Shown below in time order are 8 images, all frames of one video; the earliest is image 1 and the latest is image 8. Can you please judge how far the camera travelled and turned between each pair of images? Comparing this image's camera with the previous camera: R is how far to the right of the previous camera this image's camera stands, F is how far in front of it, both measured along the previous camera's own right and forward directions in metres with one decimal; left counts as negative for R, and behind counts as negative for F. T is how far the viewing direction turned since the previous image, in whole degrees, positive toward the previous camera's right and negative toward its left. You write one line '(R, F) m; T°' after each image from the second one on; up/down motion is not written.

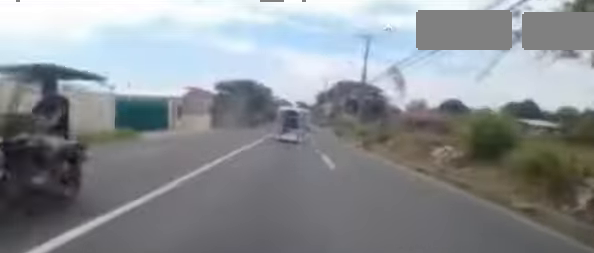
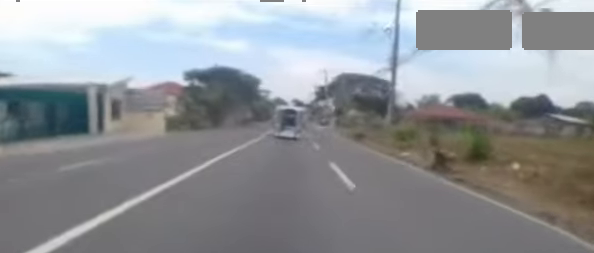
(-0.3, +12.0) m; 0°
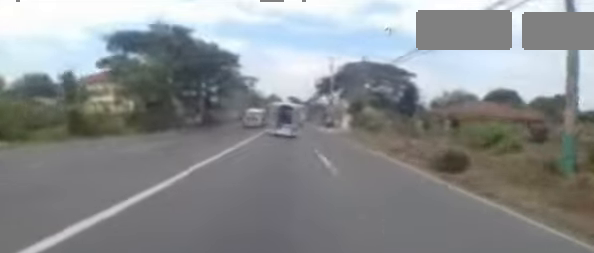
(+0.7, +15.8) m; +3°
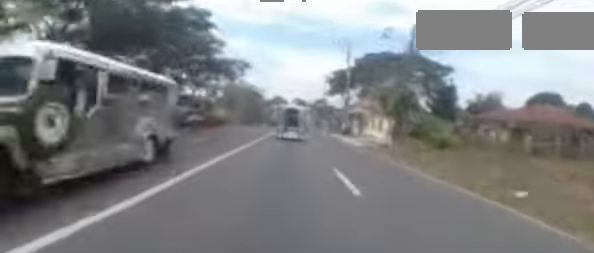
(0.0, +12.1) m; 0°
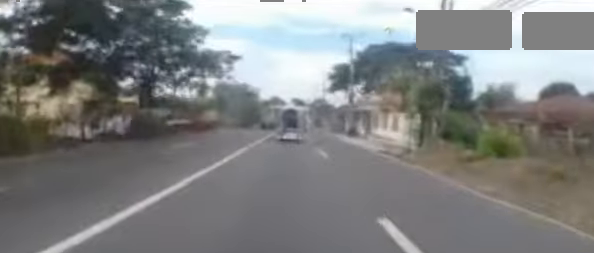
(0.0, +4.8) m; 0°
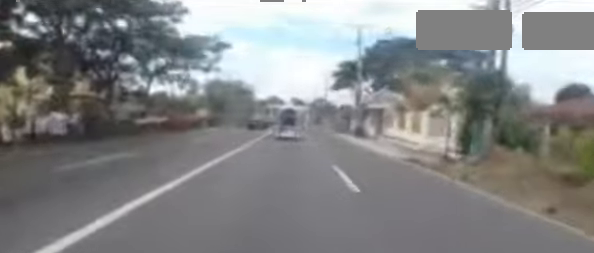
(0.0, +4.2) m; -1°
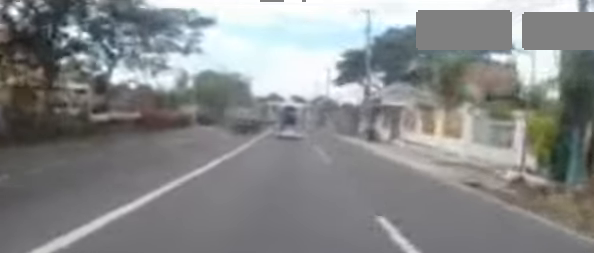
(+0.1, +4.6) m; -2°
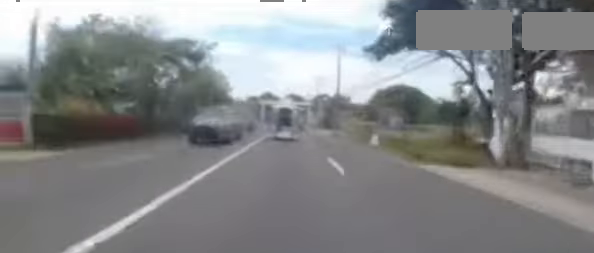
(-0.2, +20.2) m; +2°
